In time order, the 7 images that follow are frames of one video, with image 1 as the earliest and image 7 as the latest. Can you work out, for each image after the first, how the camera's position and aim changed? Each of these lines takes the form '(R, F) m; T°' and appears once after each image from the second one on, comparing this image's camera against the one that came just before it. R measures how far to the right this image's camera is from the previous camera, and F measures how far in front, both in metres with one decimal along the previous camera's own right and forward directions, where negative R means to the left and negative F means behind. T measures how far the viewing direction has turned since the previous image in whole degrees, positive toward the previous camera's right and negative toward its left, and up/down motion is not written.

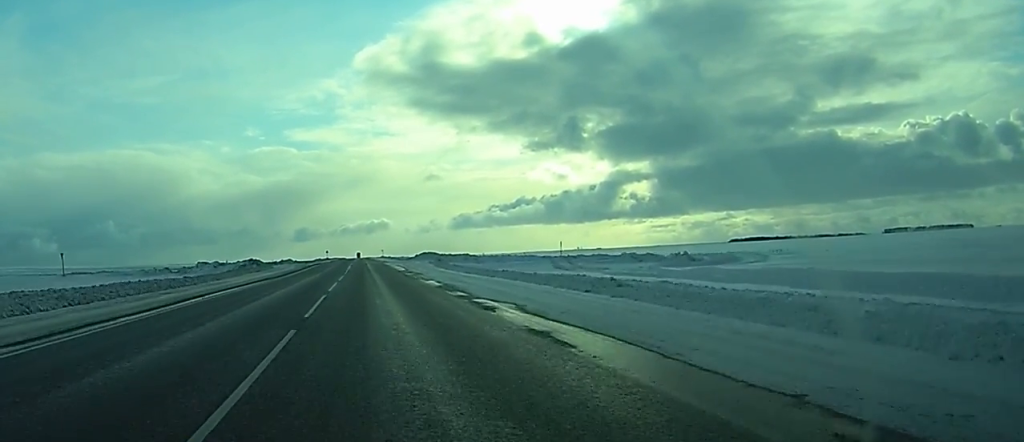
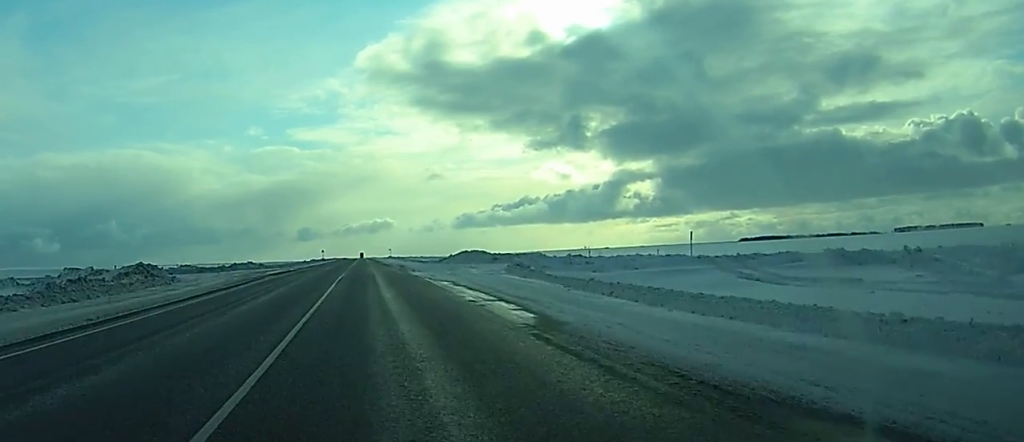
(+0.2, +48.1) m; +1°
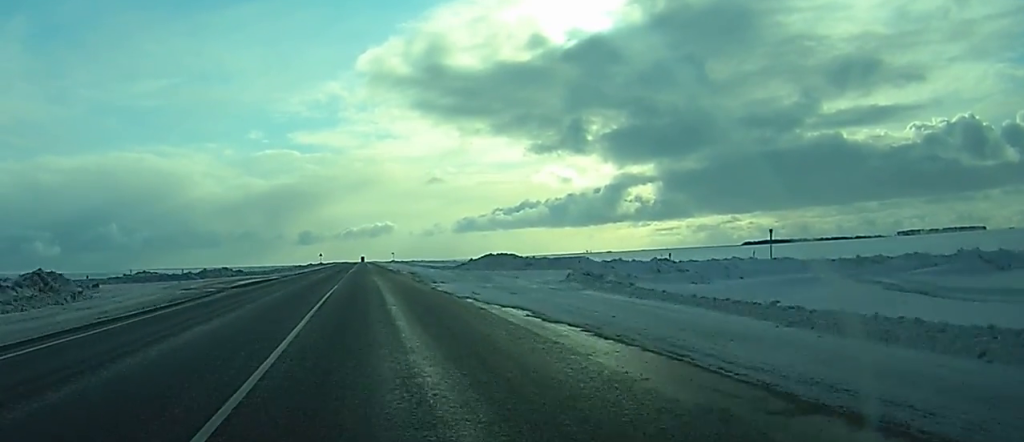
(+0.1, +15.0) m; 0°
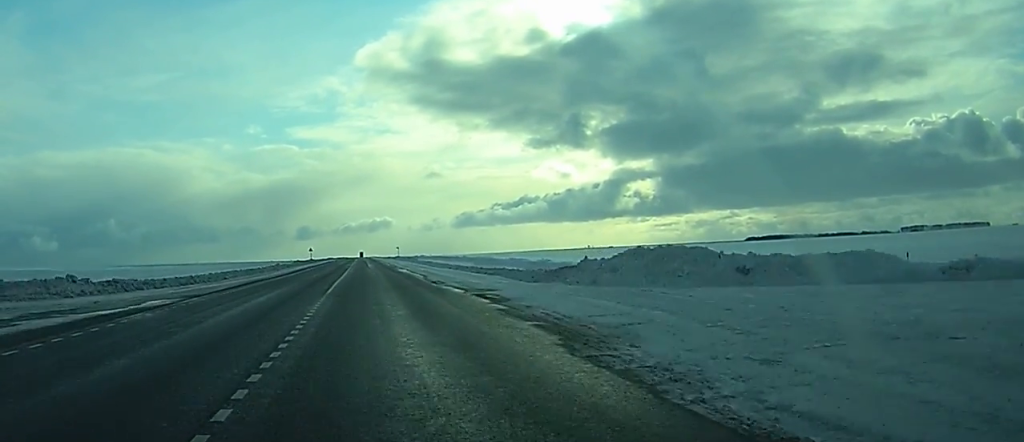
(0.0, +35.5) m; 0°
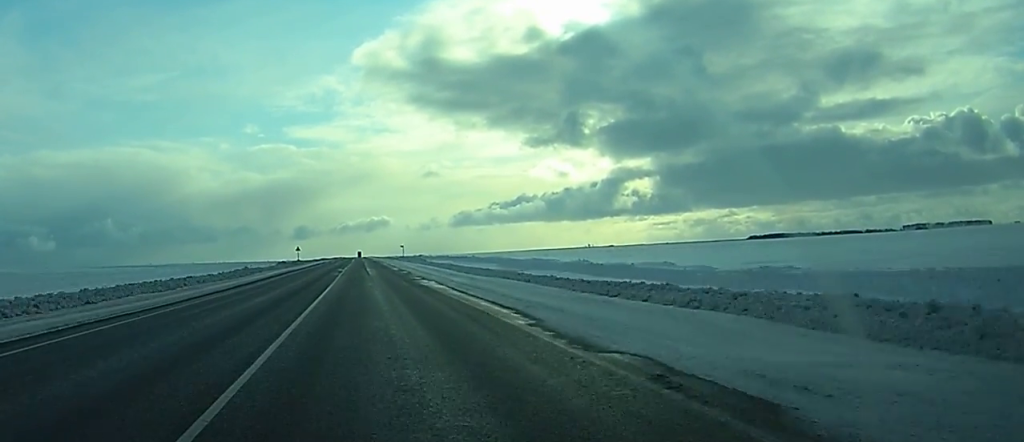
(0.0, +27.9) m; 0°
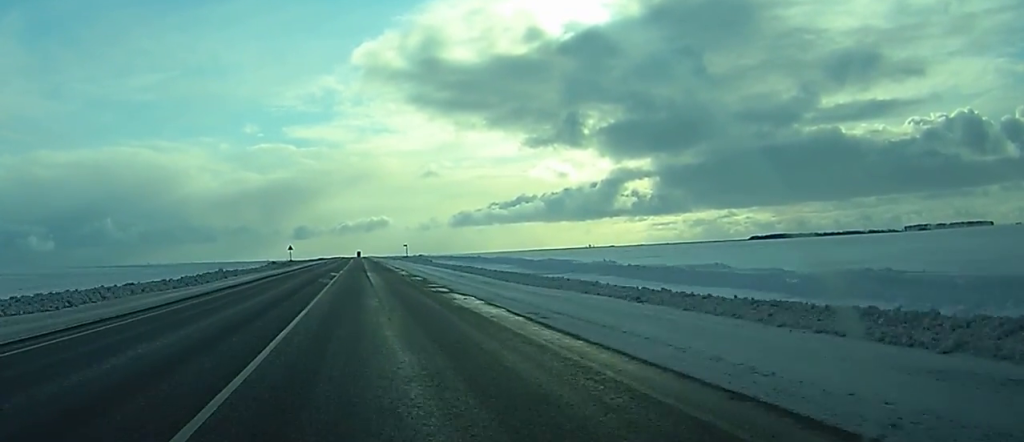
(0.0, +14.0) m; 0°
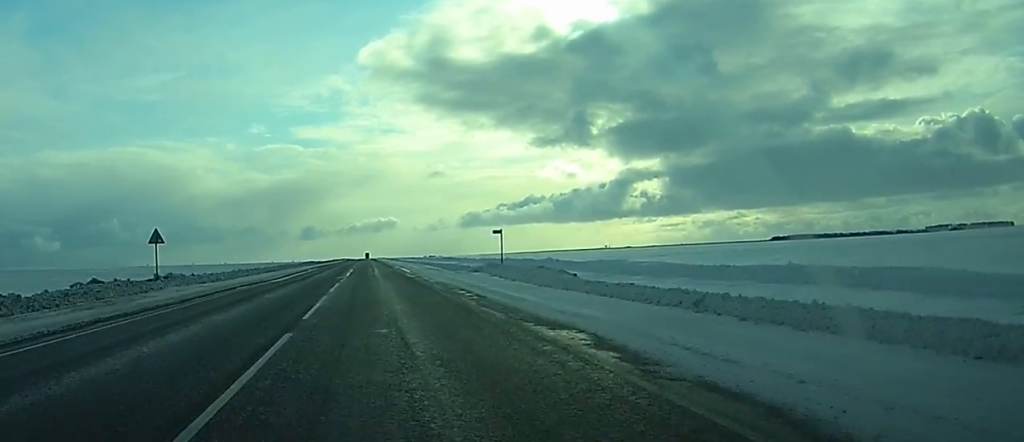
(-0.3, +86.6) m; -1°
